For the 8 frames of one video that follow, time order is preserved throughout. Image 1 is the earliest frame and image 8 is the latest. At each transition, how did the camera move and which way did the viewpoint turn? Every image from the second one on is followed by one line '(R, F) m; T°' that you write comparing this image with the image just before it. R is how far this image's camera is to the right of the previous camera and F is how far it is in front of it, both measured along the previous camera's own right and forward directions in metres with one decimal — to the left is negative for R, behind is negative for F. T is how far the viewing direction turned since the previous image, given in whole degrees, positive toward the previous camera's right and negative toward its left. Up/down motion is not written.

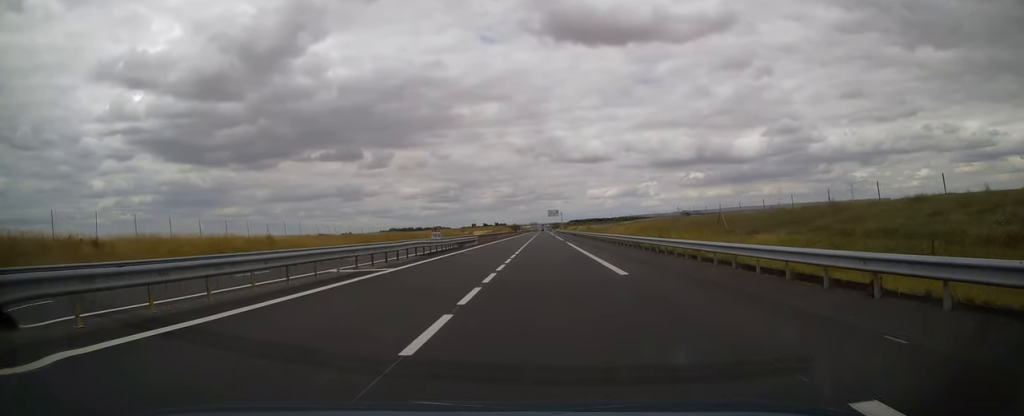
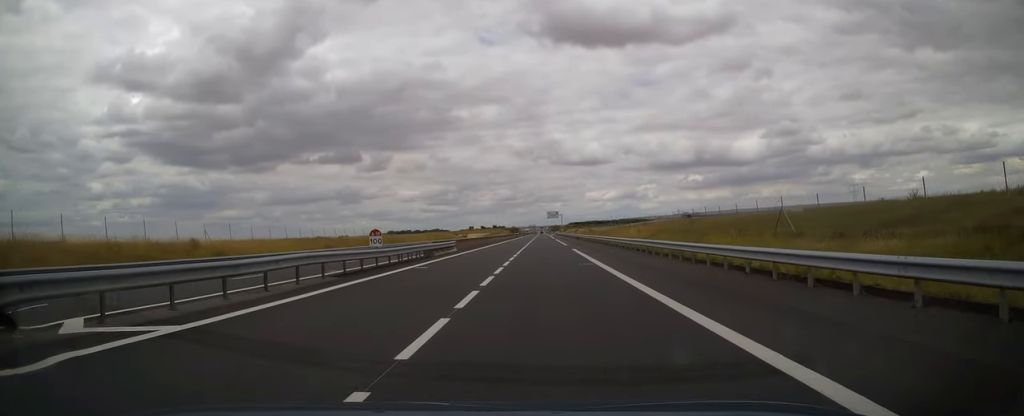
(+0.3, +13.2) m; 0°
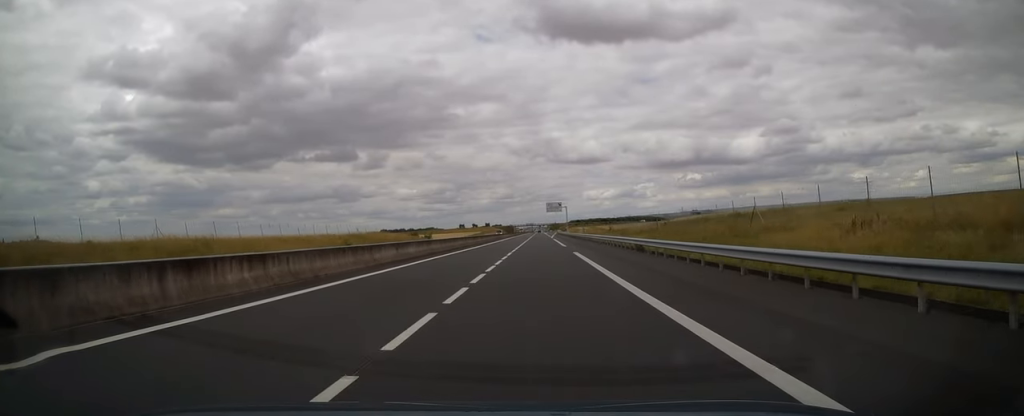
(-0.4, +60.1) m; -1°
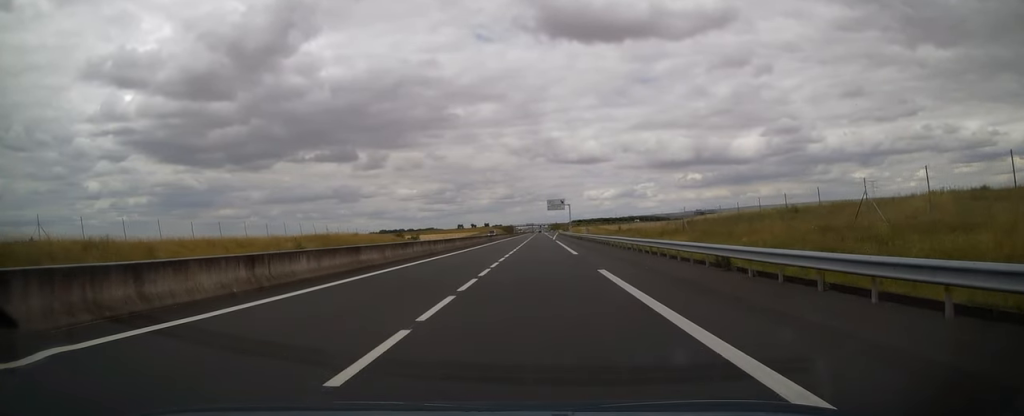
(0.0, +14.6) m; 0°
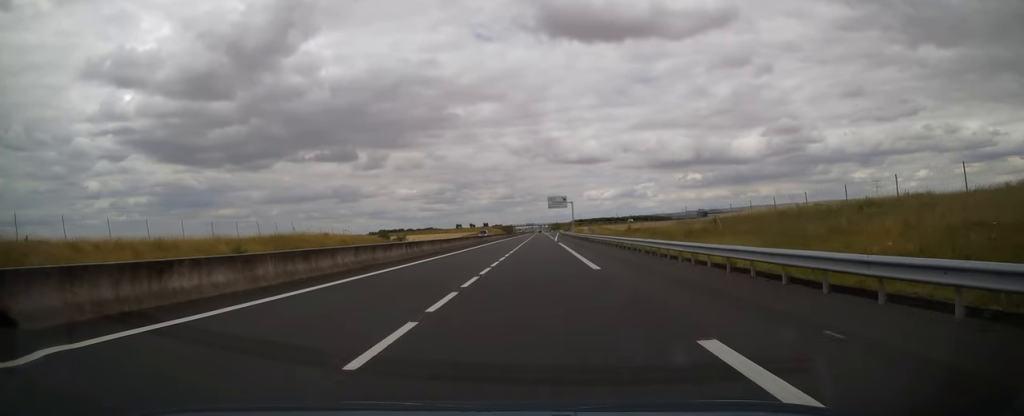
(0.0, +12.2) m; 0°
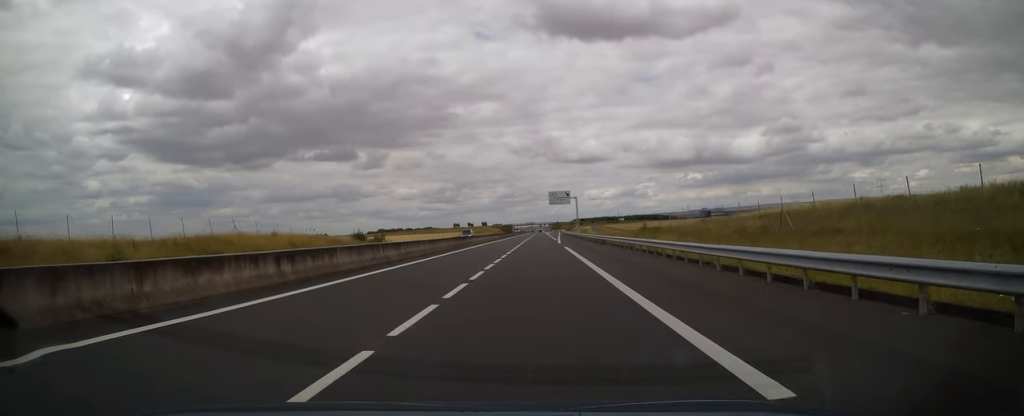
(0.0, +15.1) m; 0°
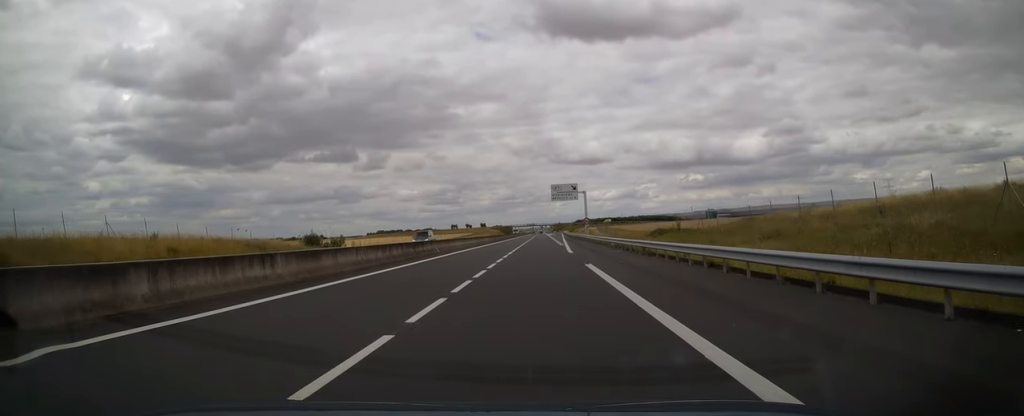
(0.0, +20.5) m; 0°
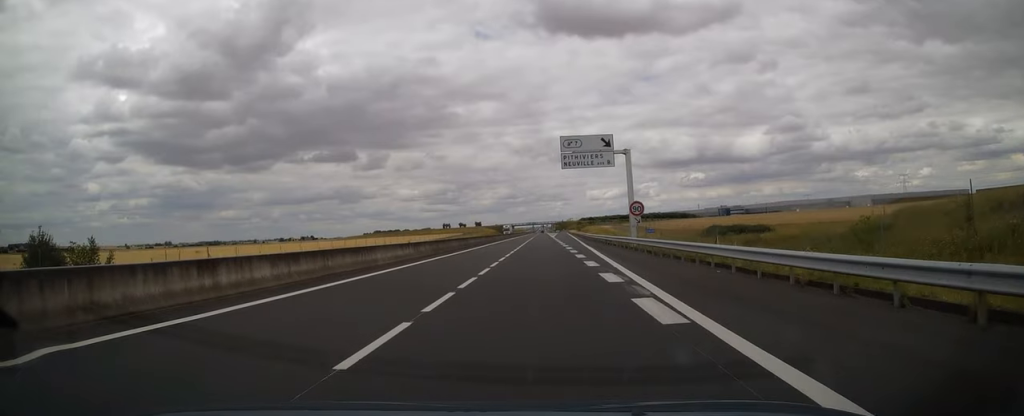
(0.0, +46.4) m; 0°
